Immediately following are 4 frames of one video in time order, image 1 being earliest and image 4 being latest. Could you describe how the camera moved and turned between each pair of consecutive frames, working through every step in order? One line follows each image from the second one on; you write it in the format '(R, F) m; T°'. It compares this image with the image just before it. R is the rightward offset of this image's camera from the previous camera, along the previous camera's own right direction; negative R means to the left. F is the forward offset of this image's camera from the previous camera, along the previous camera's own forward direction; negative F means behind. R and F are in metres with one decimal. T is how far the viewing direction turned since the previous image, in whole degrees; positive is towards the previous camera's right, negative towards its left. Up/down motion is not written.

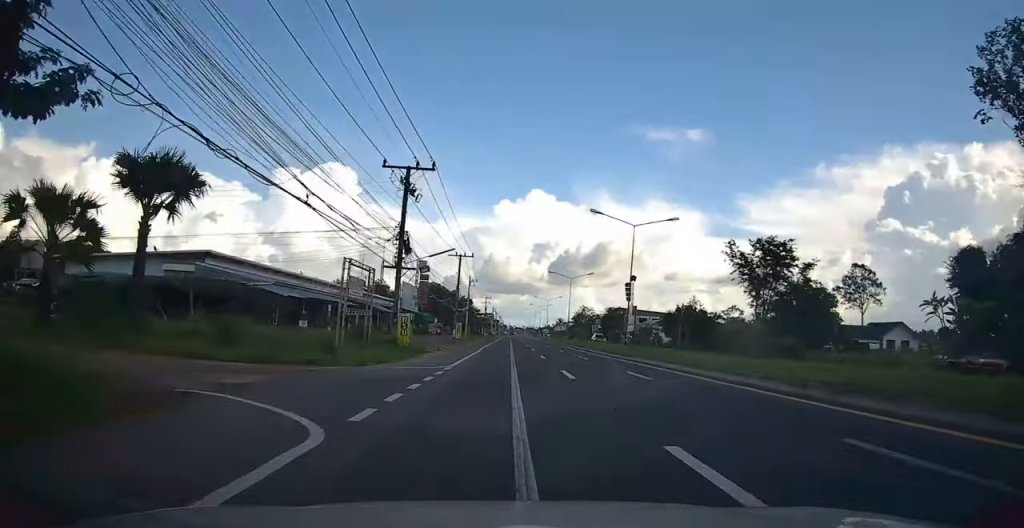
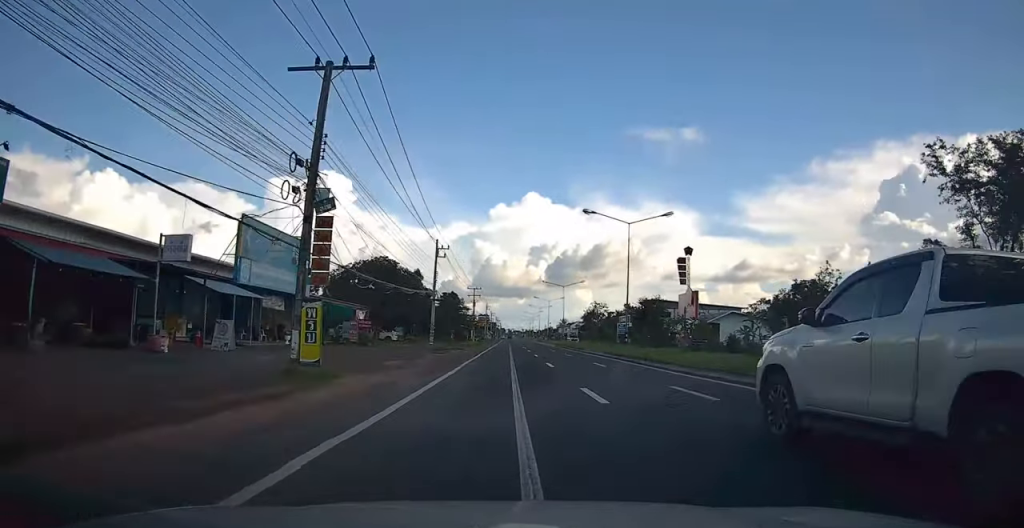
(-0.1, +40.7) m; 0°
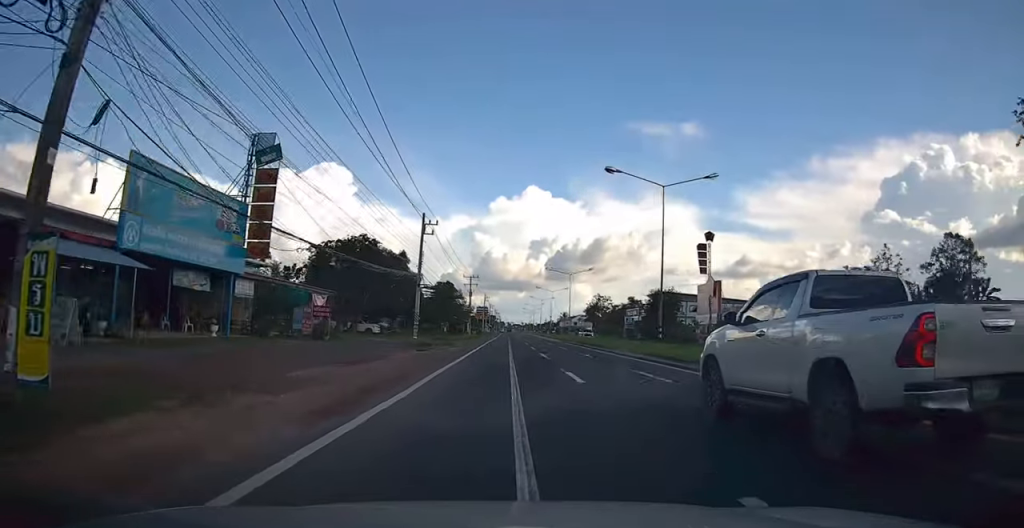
(-0.2, +9.1) m; 0°
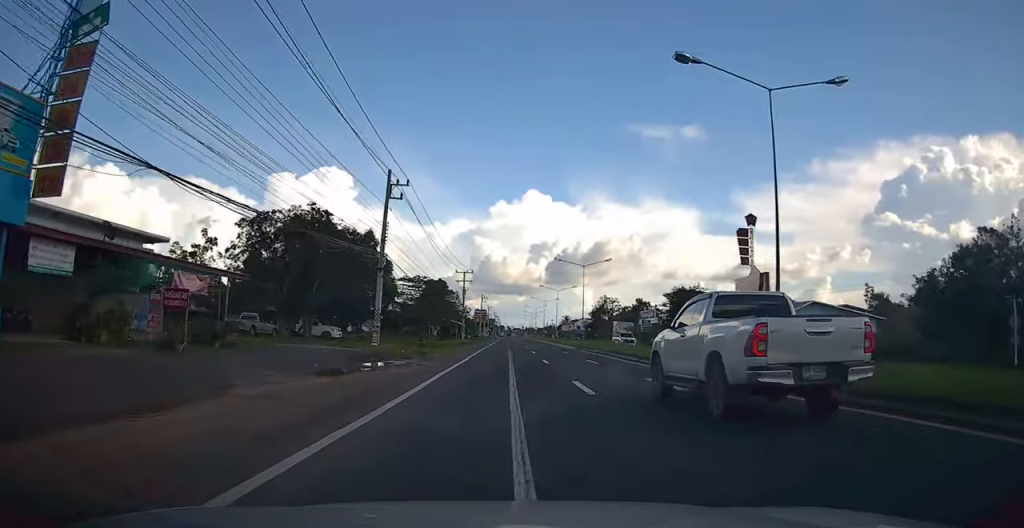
(+0.5, +13.8) m; 0°
